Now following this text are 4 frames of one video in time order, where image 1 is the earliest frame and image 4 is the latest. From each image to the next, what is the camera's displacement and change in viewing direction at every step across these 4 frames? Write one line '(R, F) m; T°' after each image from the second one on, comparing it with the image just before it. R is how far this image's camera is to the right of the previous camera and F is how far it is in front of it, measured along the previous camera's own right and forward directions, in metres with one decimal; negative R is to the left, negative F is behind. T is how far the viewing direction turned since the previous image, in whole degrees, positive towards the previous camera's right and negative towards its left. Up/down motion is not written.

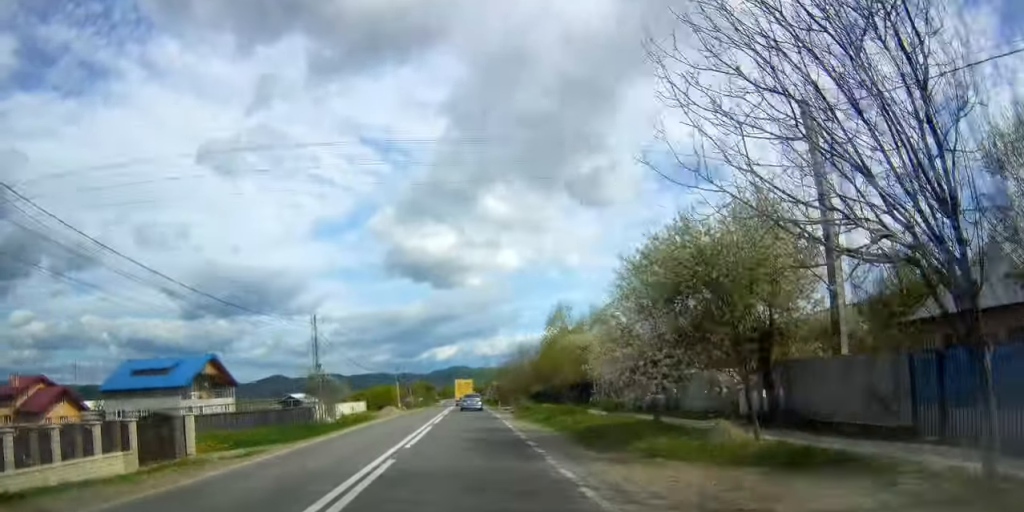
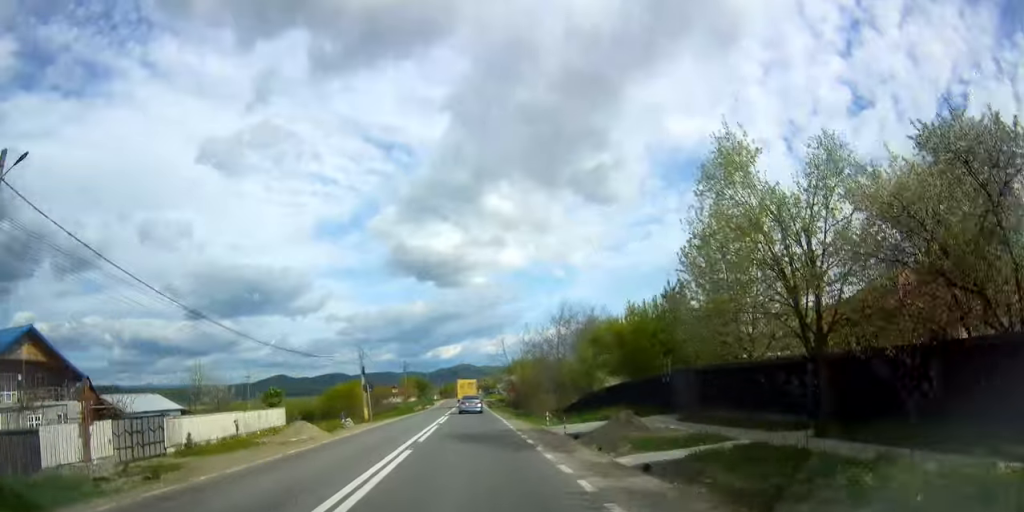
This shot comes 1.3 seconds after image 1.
(-0.5, +33.1) m; -1°
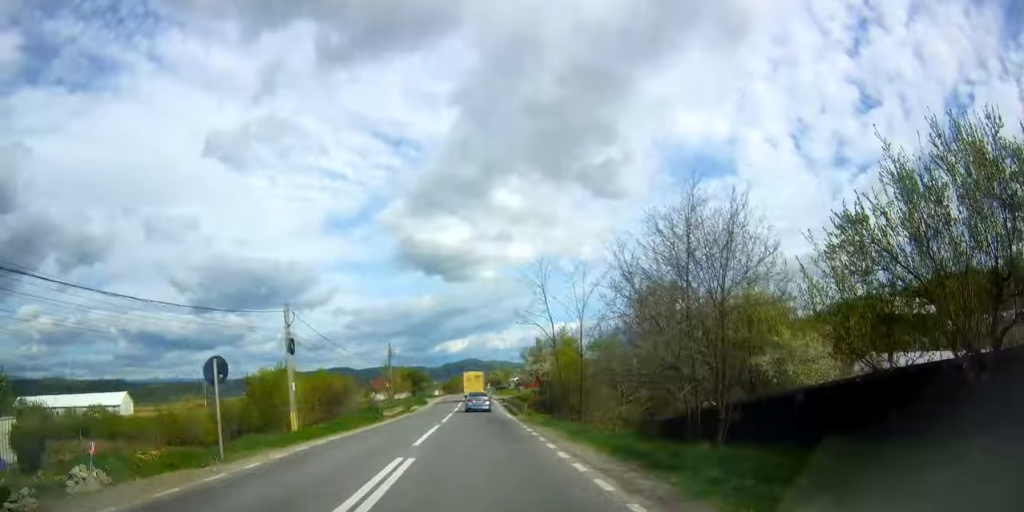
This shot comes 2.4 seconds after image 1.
(0.0, +26.1) m; 0°
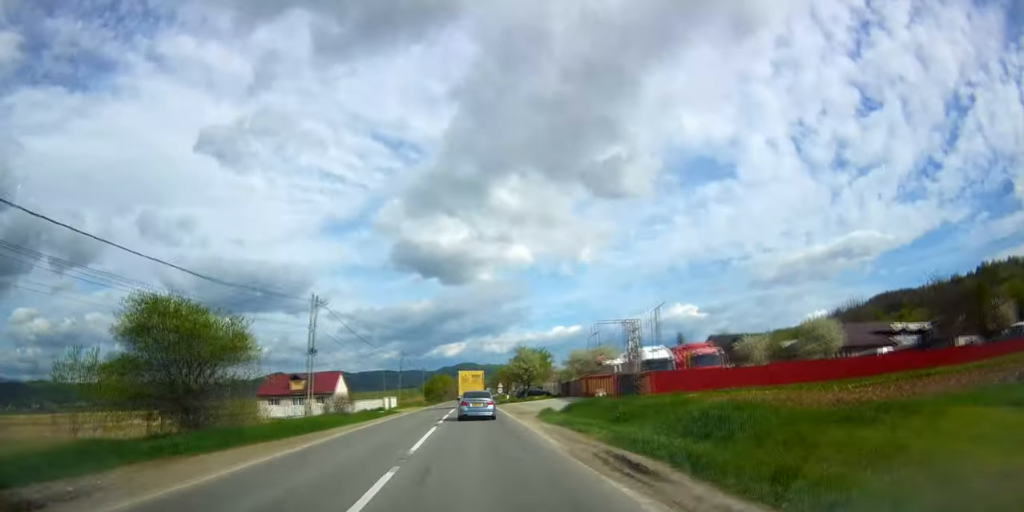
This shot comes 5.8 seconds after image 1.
(-0.2, +85.8) m; 0°
